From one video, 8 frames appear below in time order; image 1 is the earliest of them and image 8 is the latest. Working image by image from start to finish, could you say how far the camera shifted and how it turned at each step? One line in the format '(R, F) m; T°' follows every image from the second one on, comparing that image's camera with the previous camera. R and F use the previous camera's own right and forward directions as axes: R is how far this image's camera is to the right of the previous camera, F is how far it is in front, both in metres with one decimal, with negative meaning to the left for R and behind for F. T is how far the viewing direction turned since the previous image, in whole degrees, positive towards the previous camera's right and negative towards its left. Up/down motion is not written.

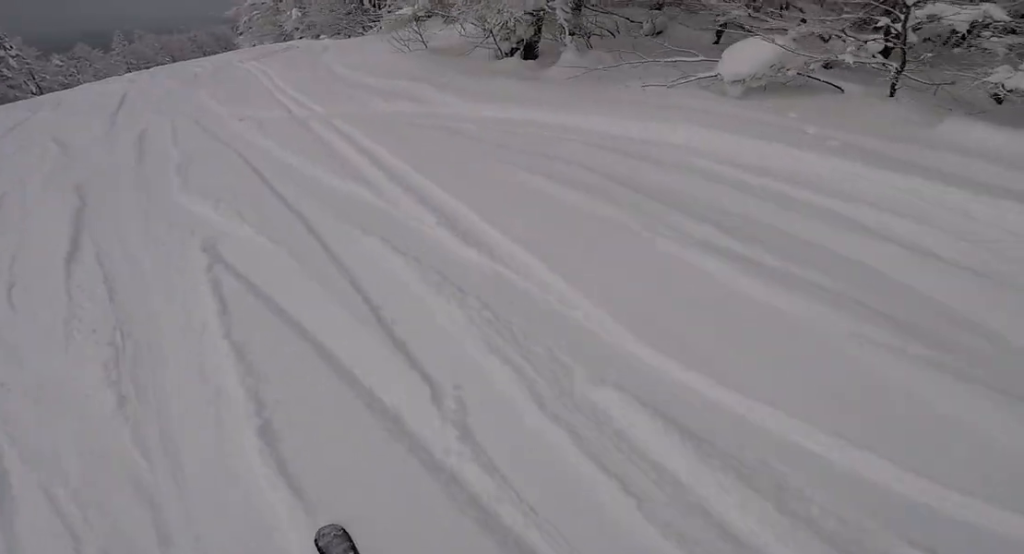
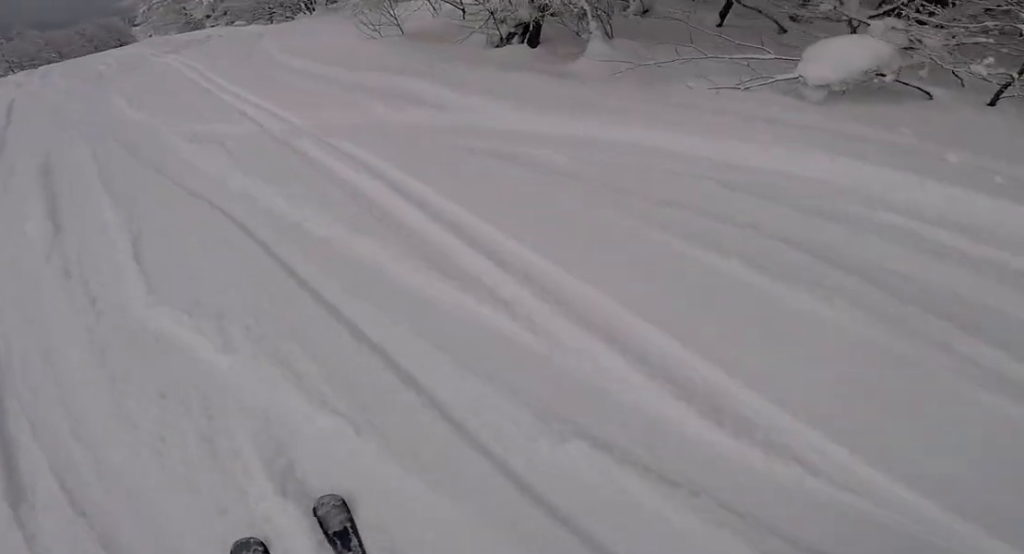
(+0.1, +2.1) m; +11°
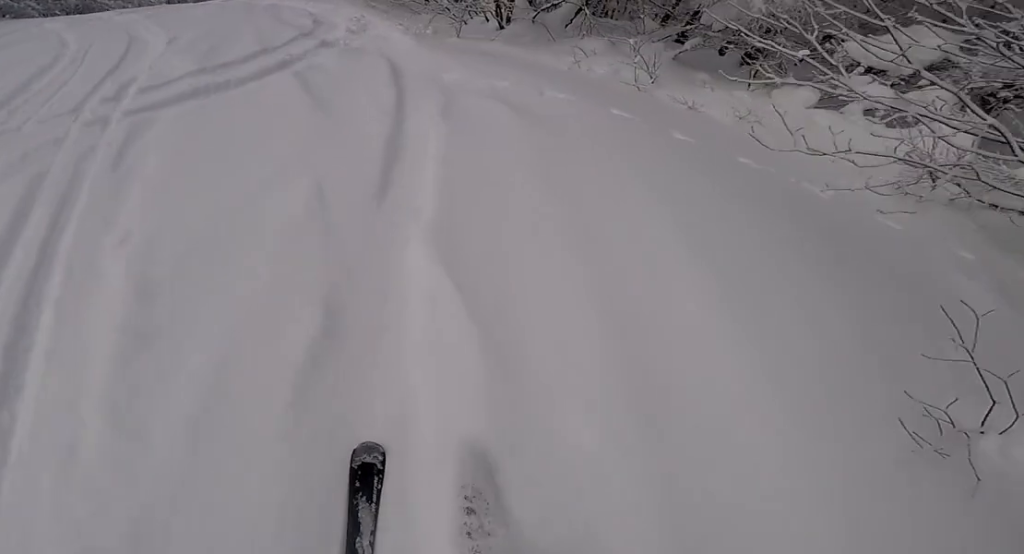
(+2.9, +8.9) m; +20°
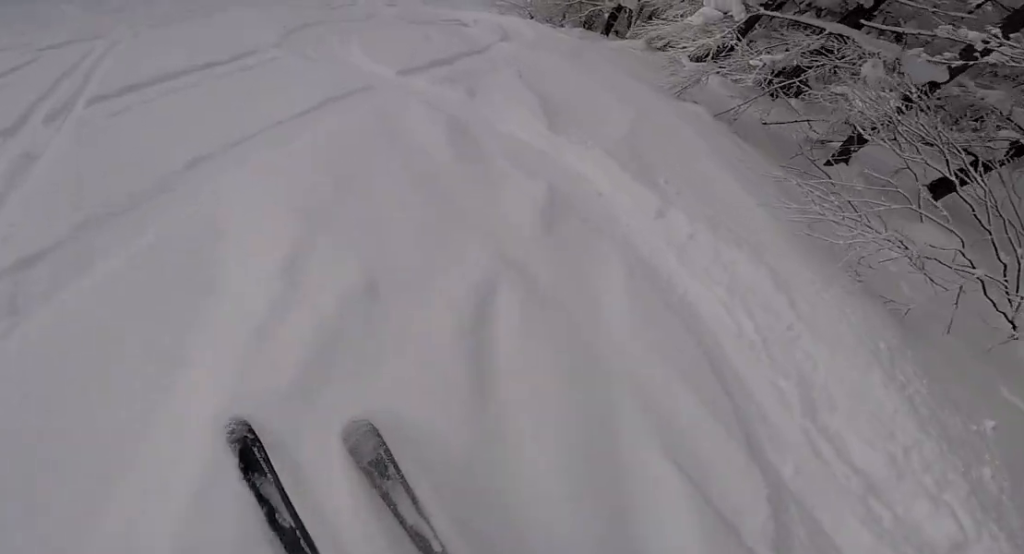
(-0.3, +9.5) m; -15°
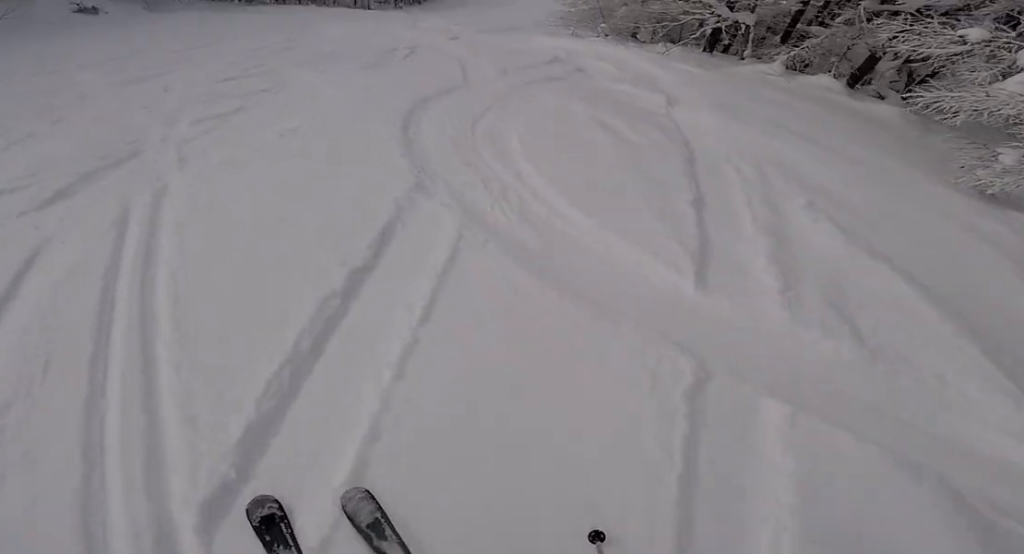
(-0.1, +3.3) m; -15°
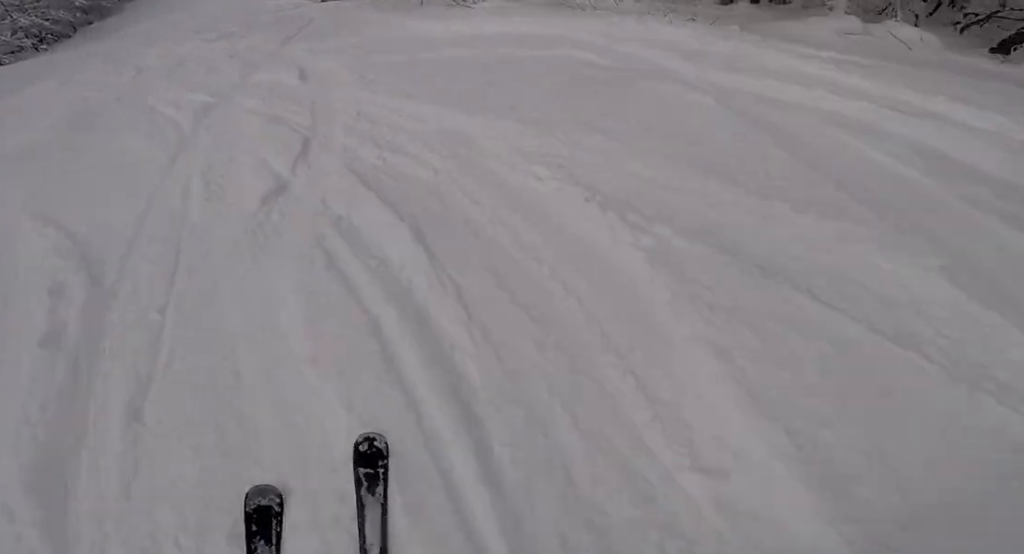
(-1.0, +8.0) m; +9°
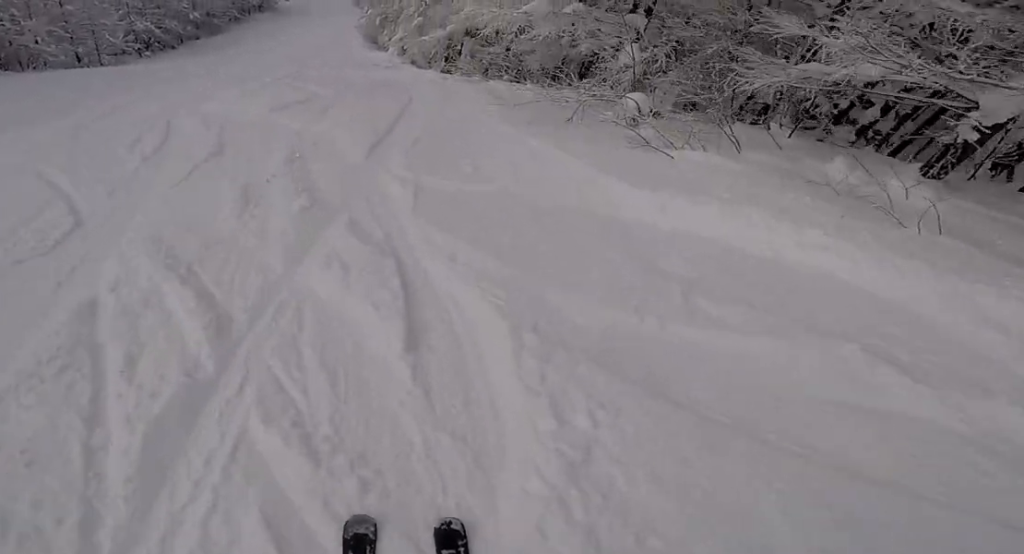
(+0.7, +4.1) m; +16°
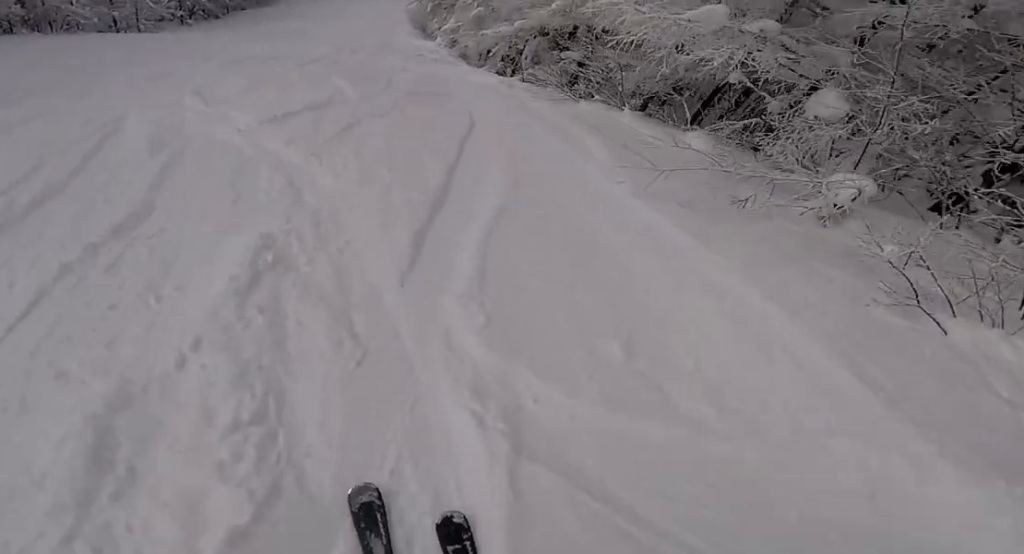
(+0.3, +2.9) m; +1°
